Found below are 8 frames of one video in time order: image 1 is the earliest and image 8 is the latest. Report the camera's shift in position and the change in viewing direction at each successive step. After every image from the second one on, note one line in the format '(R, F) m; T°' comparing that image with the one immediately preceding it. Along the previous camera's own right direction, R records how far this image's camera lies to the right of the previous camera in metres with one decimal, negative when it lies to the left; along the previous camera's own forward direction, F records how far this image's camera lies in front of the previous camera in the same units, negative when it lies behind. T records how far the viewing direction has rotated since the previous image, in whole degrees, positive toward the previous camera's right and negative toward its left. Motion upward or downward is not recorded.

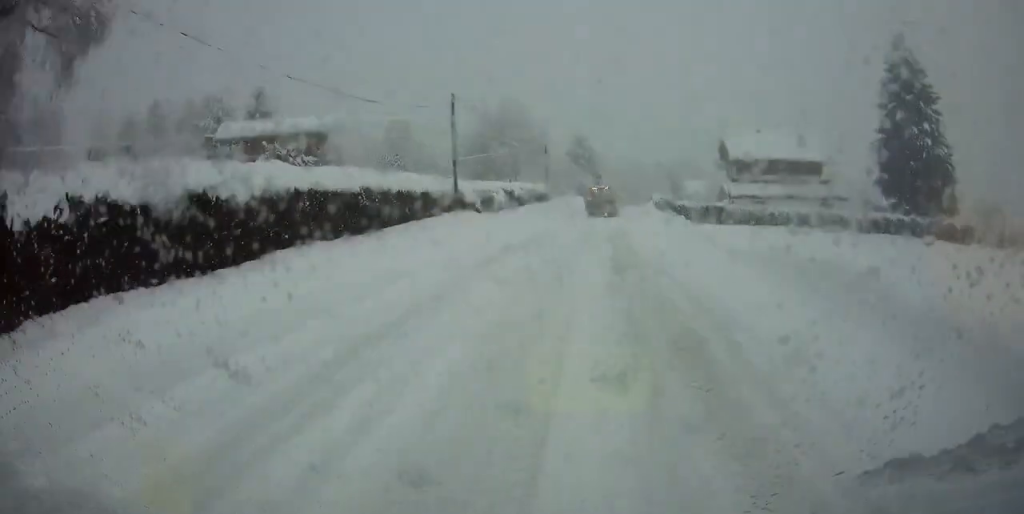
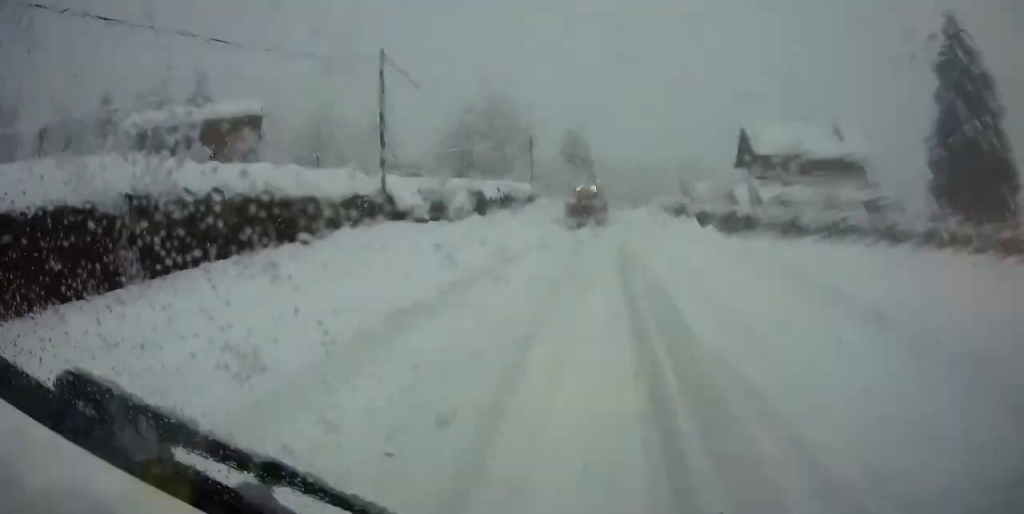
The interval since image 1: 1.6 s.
(-0.4, +12.0) m; 0°
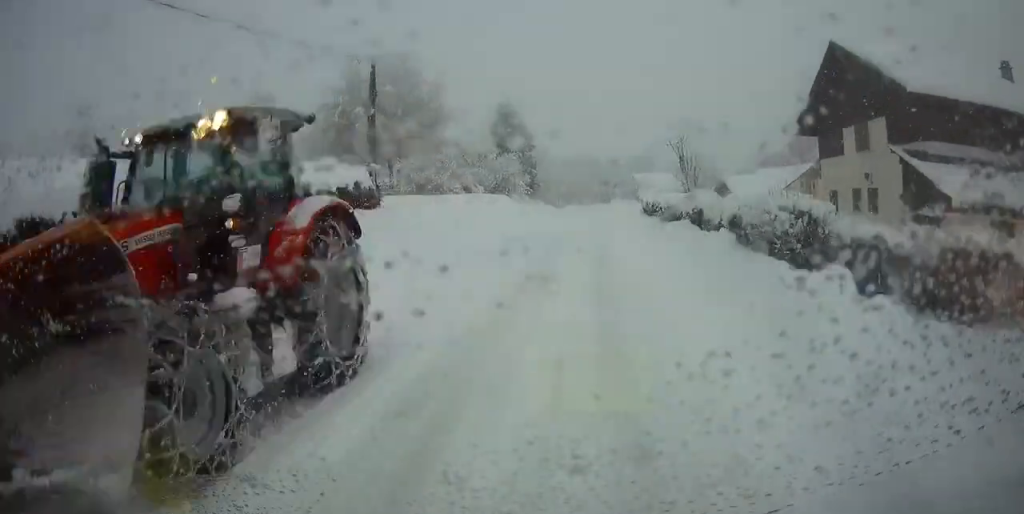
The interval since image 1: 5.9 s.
(+0.9, +33.4) m; +5°
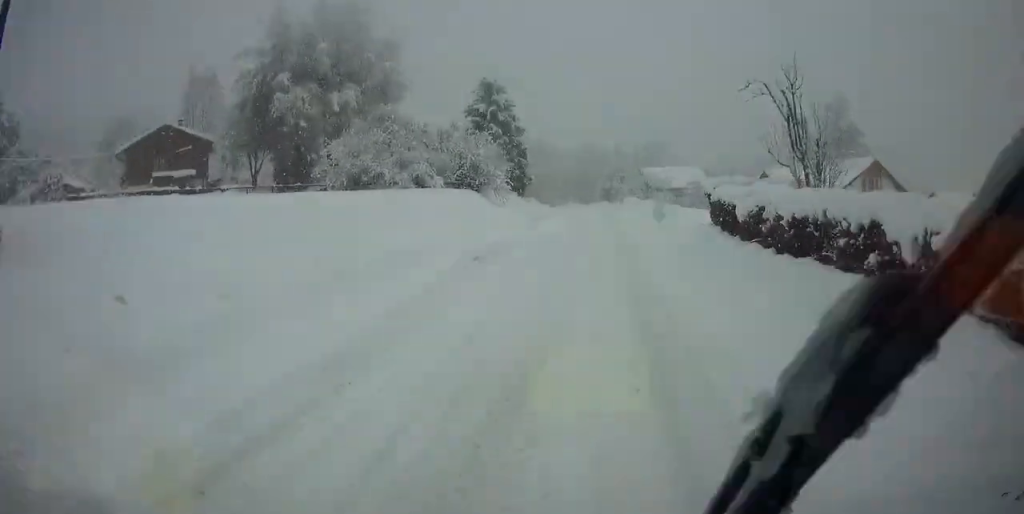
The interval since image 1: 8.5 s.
(+1.0, +20.9) m; +1°
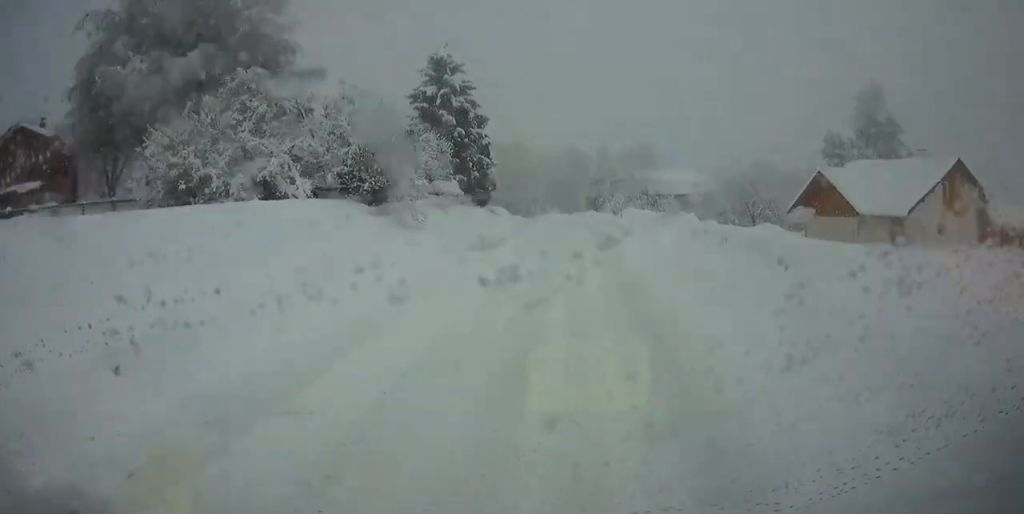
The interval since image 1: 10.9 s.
(+0.5, +20.0) m; 0°
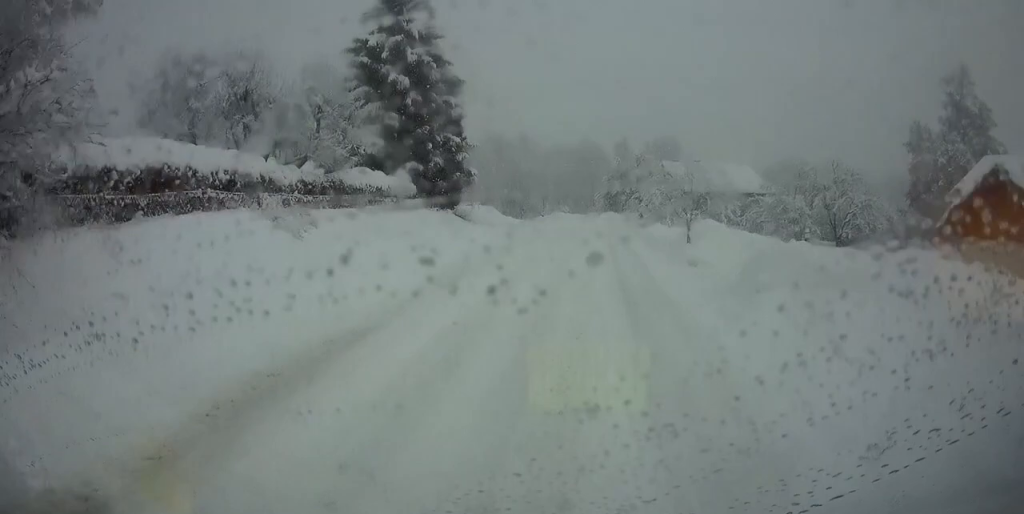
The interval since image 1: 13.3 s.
(-0.5, +20.6) m; -2°
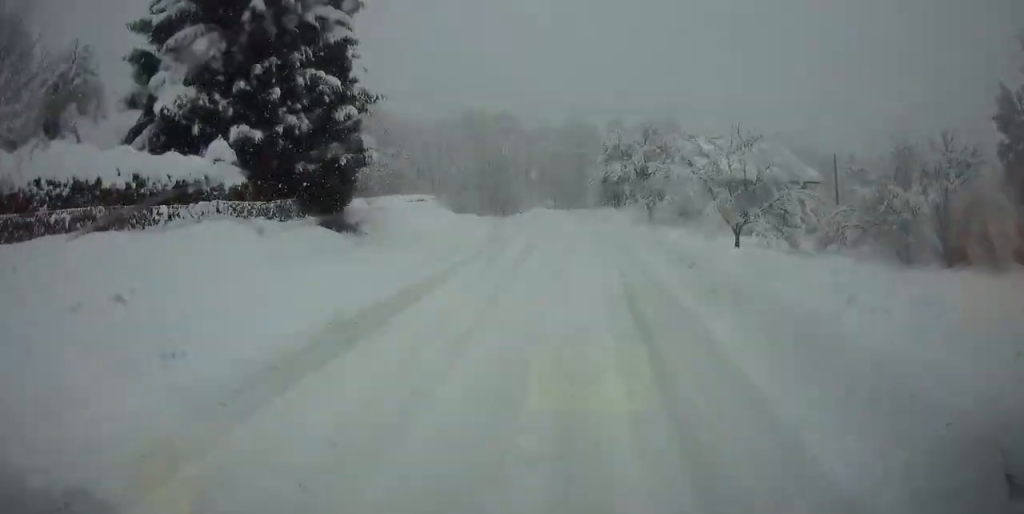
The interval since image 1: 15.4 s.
(-0.3, +17.8) m; -3°
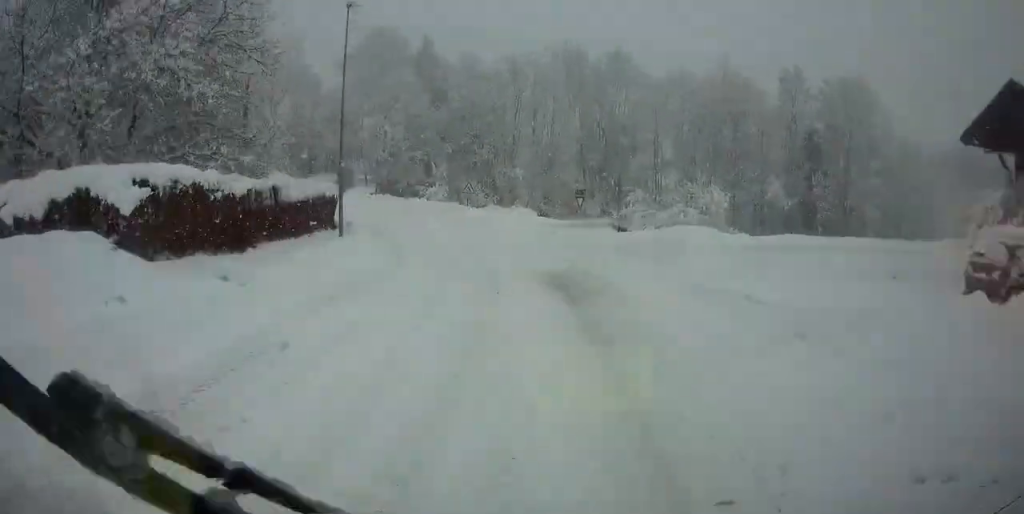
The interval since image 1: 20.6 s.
(-4.2, +43.8) m; -17°
